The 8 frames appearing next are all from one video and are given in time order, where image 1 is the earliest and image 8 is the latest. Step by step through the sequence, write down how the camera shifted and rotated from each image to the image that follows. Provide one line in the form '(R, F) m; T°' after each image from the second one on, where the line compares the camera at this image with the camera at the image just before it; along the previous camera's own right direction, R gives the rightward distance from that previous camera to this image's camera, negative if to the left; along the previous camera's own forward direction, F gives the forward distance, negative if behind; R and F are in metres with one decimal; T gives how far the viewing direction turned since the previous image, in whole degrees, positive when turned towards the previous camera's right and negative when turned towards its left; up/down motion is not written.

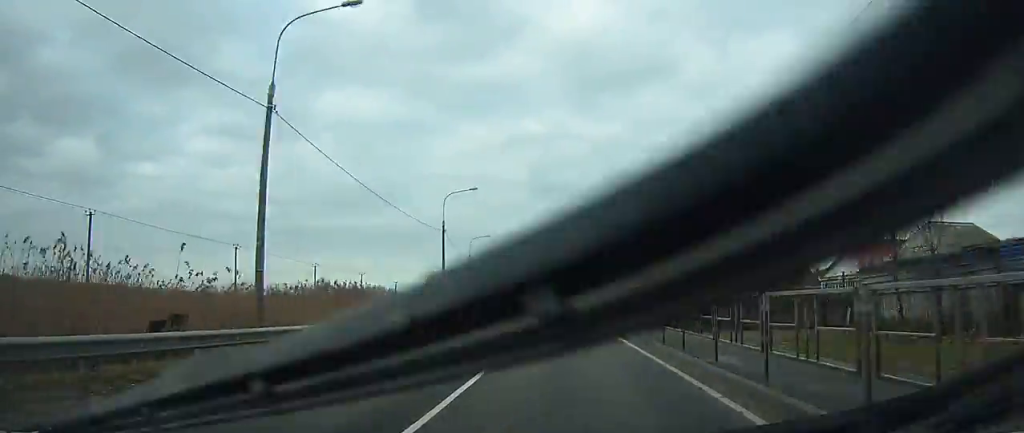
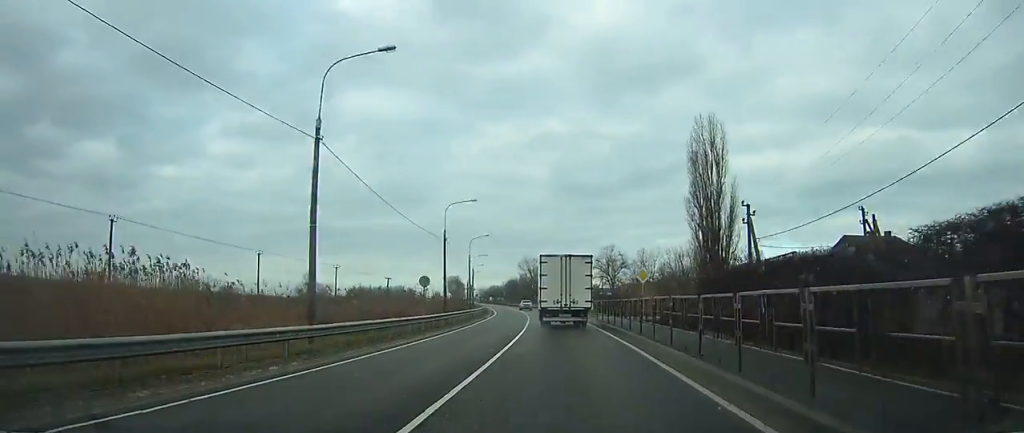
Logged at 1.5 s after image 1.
(-0.3, +26.6) m; -2°
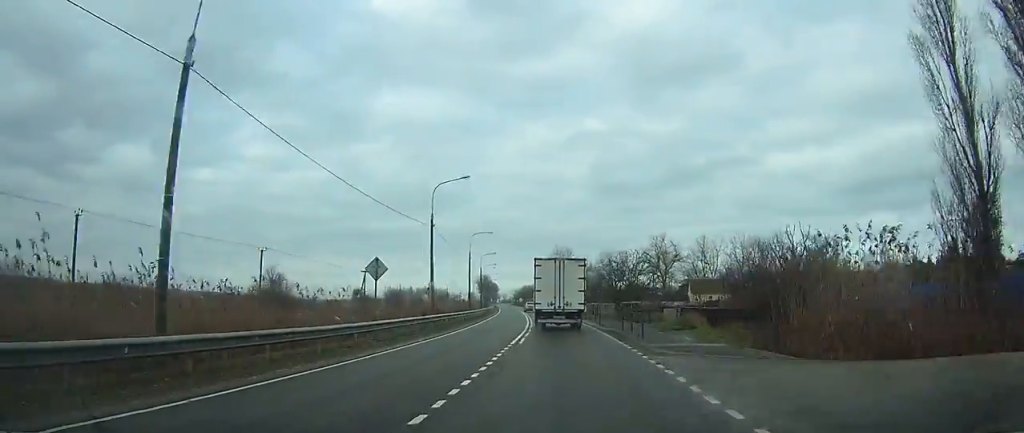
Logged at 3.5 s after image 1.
(-1.2, +38.0) m; -4°
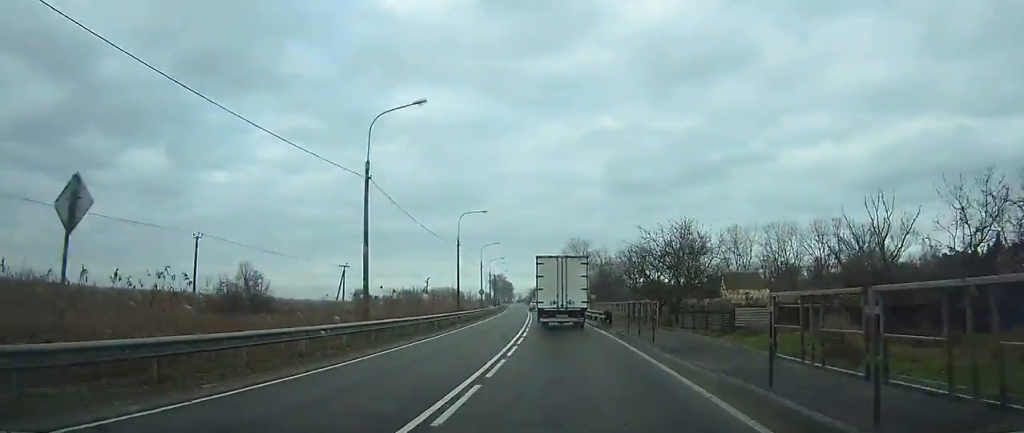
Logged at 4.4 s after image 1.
(-0.5, +16.2) m; -1°
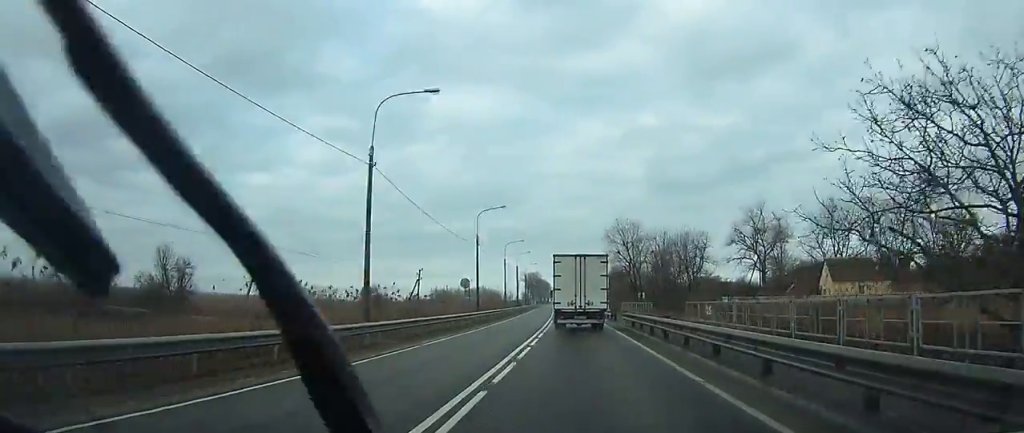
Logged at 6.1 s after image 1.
(-0.8, +32.5) m; -2°
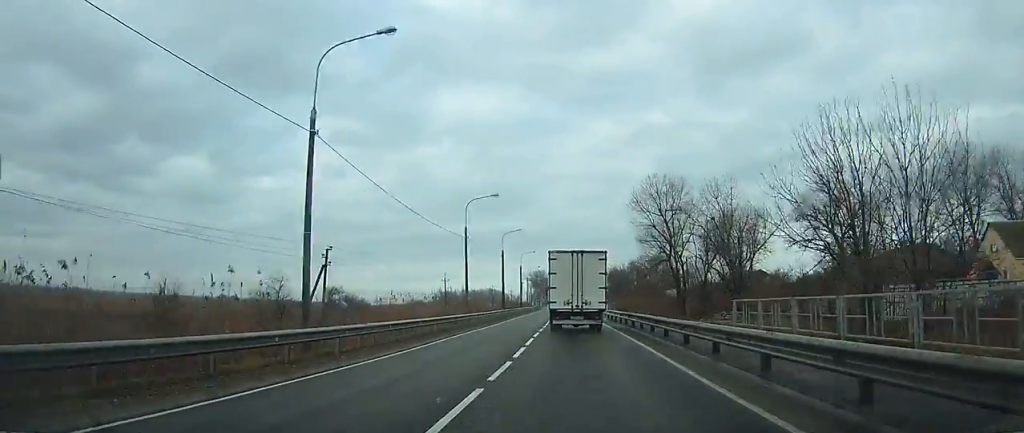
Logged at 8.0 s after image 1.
(-0.6, +35.2) m; -1°
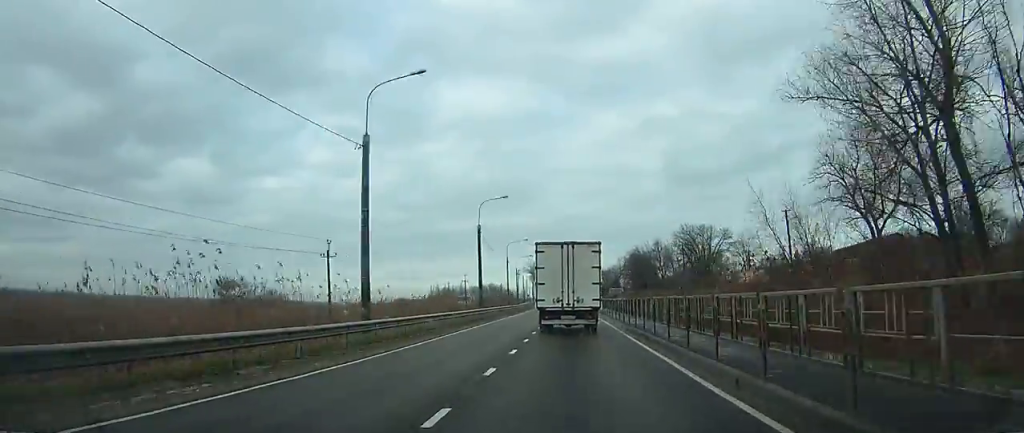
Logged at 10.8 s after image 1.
(0.0, +52.5) m; 0°
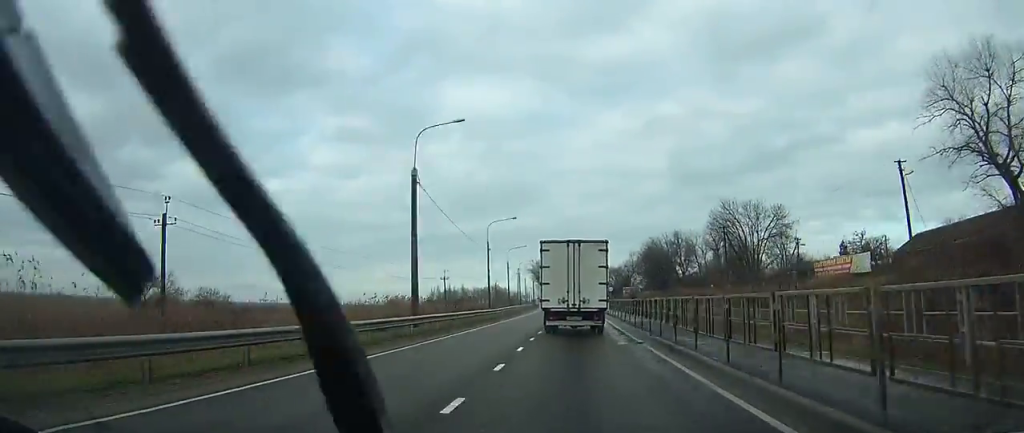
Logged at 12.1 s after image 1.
(-0.1, +23.3) m; -1°
